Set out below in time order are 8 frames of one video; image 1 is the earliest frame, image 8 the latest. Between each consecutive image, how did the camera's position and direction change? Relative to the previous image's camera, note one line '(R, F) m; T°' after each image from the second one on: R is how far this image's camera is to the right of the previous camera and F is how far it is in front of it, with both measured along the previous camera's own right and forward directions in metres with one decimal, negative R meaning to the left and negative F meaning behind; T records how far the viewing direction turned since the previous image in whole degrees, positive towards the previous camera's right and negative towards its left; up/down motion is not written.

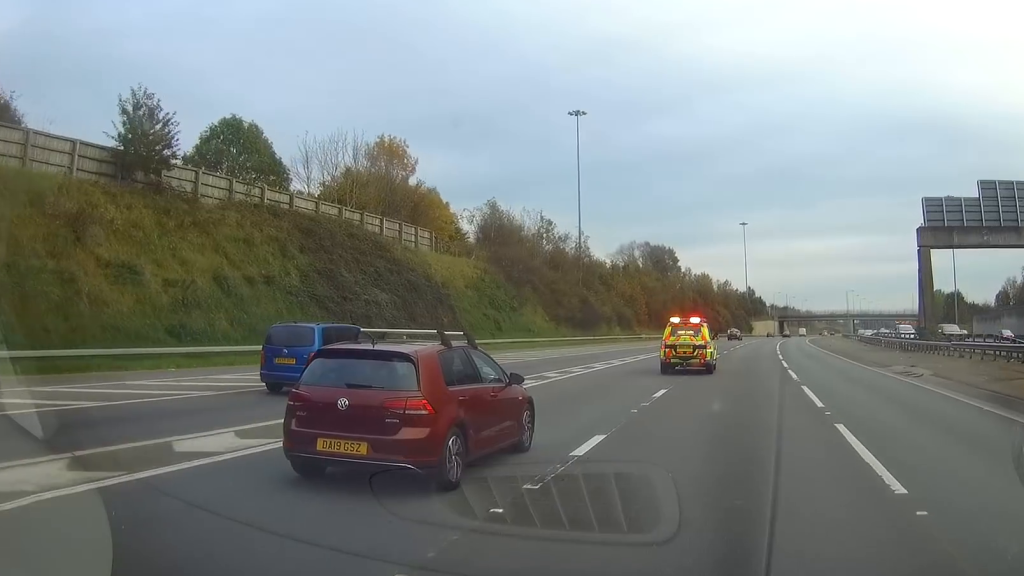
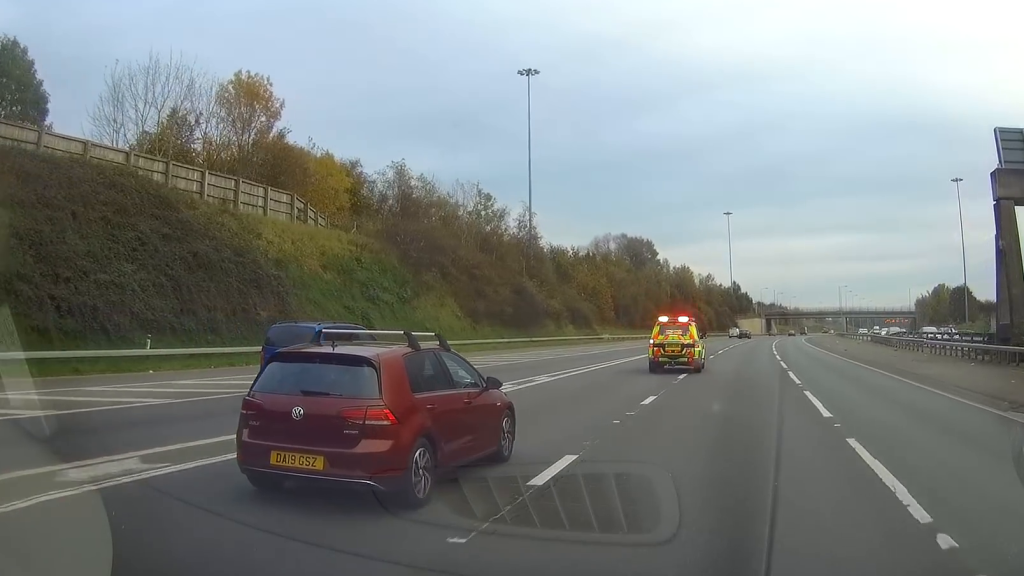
(+0.2, +20.0) m; +1°
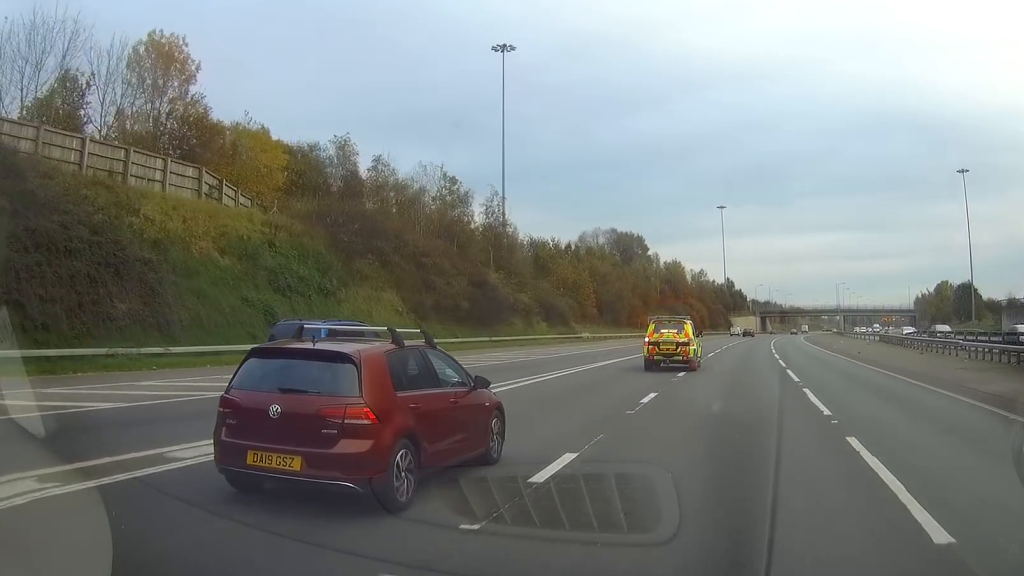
(+0.1, +8.9) m; 0°
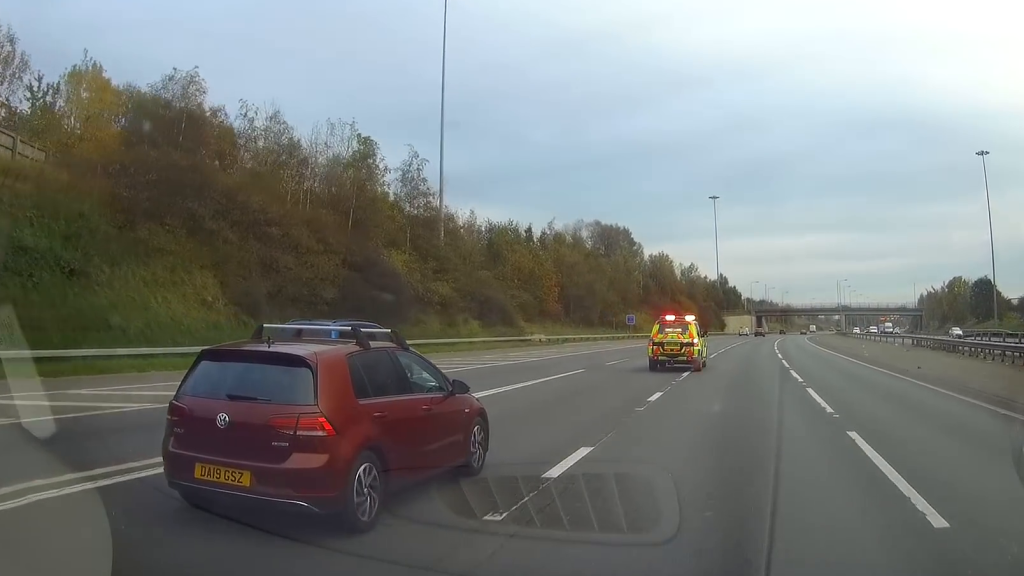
(0.0, +17.8) m; 0°
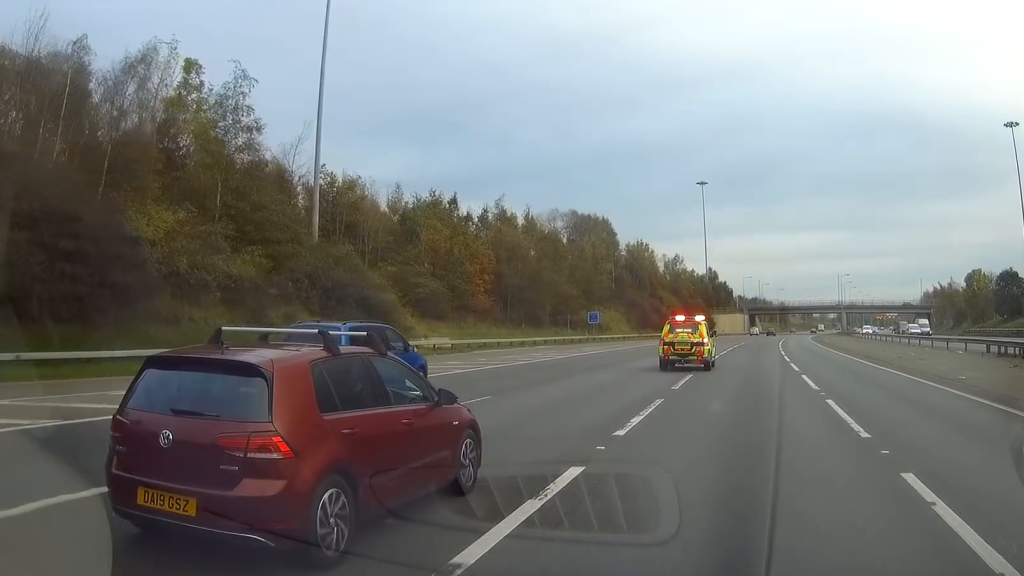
(+0.2, +21.6) m; +1°
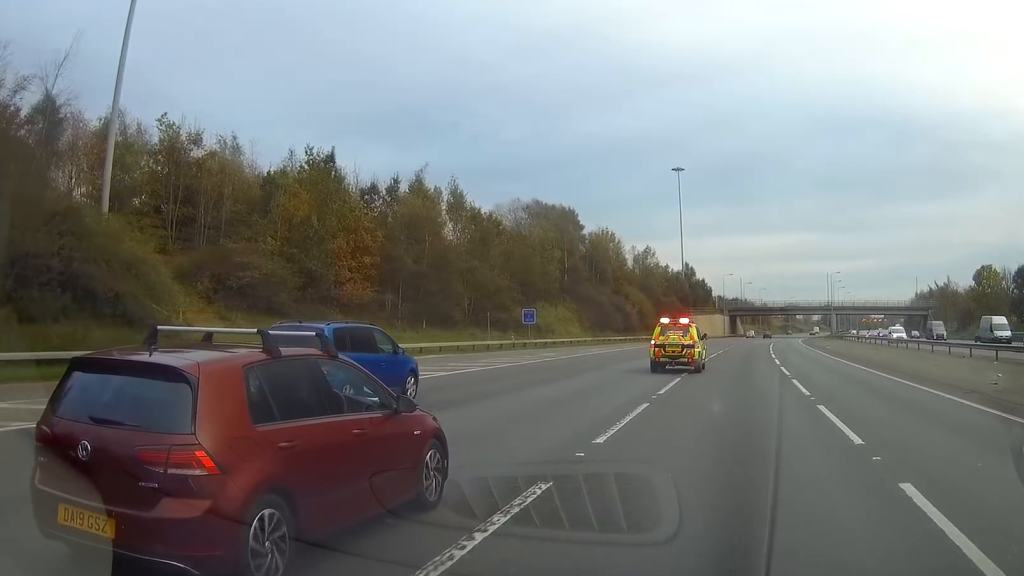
(+0.2, +18.6) m; +1°
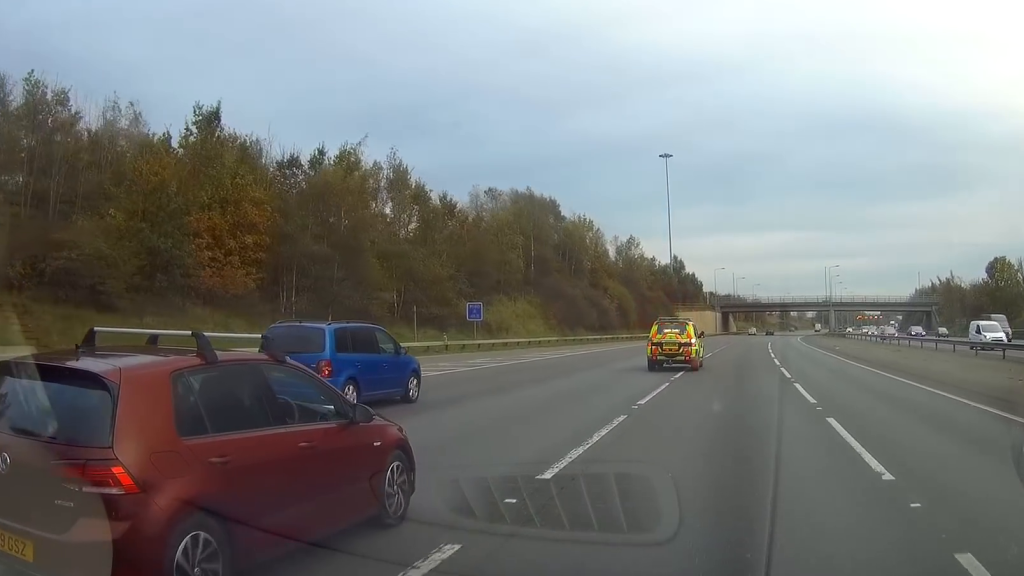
(0.0, +11.8) m; 0°
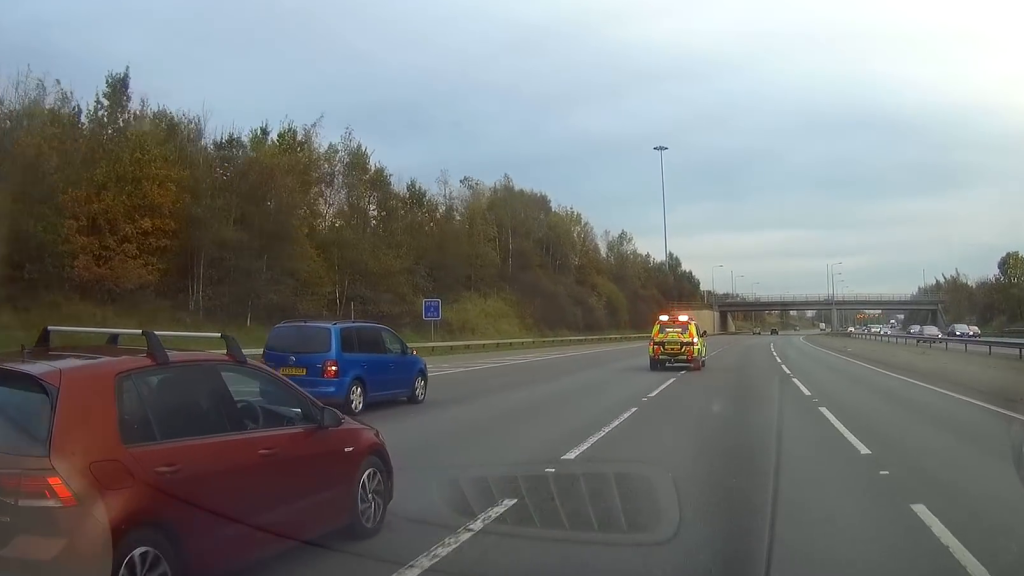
(0.0, +7.4) m; 0°
